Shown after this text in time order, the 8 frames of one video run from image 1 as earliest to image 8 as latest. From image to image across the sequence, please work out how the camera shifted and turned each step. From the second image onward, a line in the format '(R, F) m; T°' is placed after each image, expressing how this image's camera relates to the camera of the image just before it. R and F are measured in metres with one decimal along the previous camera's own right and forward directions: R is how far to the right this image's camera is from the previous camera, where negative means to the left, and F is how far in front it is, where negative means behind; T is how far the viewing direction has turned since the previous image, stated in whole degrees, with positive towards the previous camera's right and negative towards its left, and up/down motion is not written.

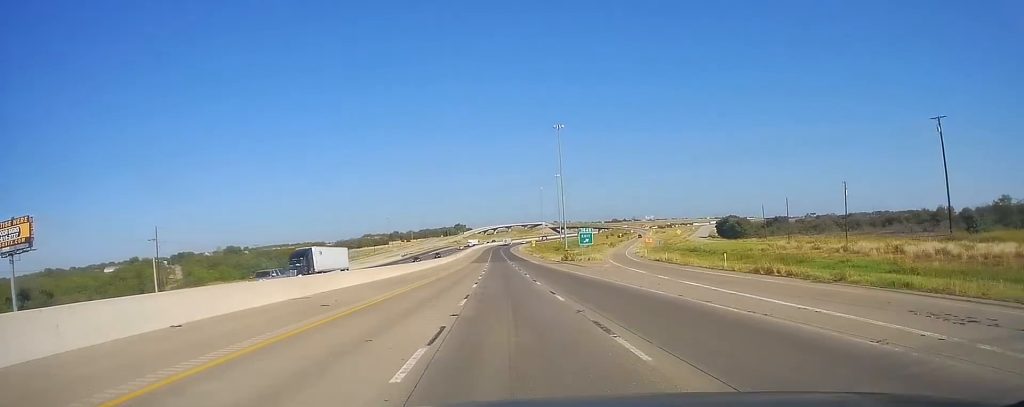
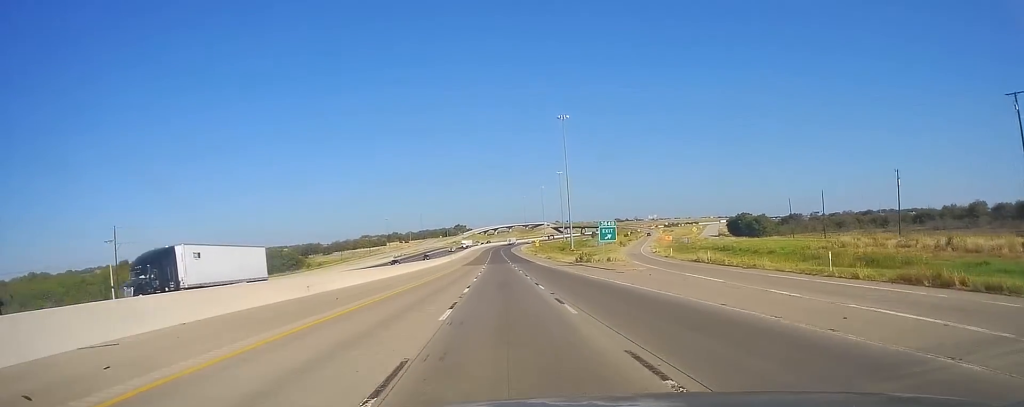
(+0.5, +16.7) m; 0°
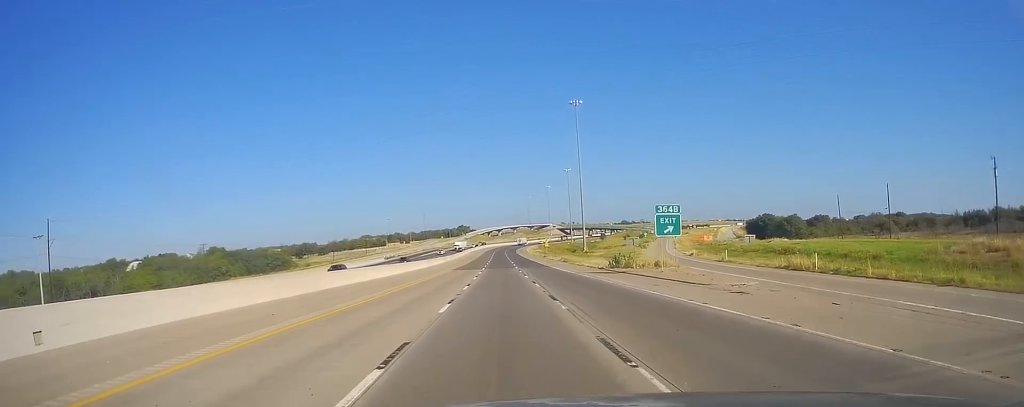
(+0.2, +22.4) m; 0°
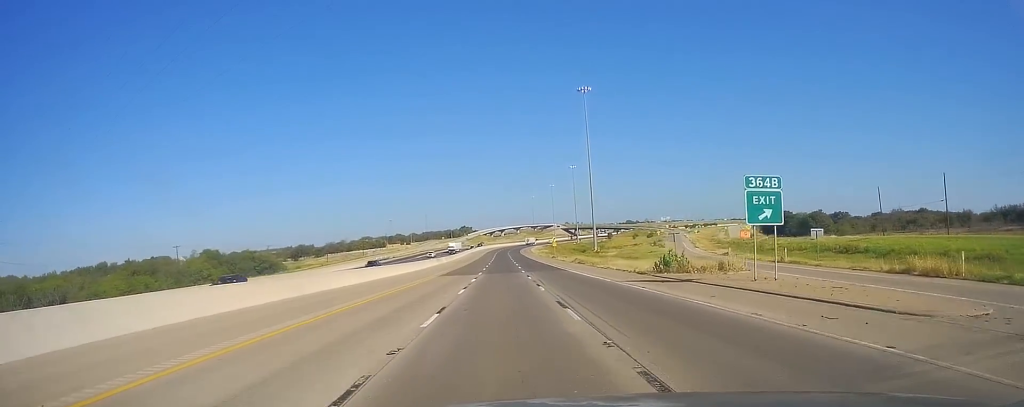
(-0.4, +15.5) m; 0°
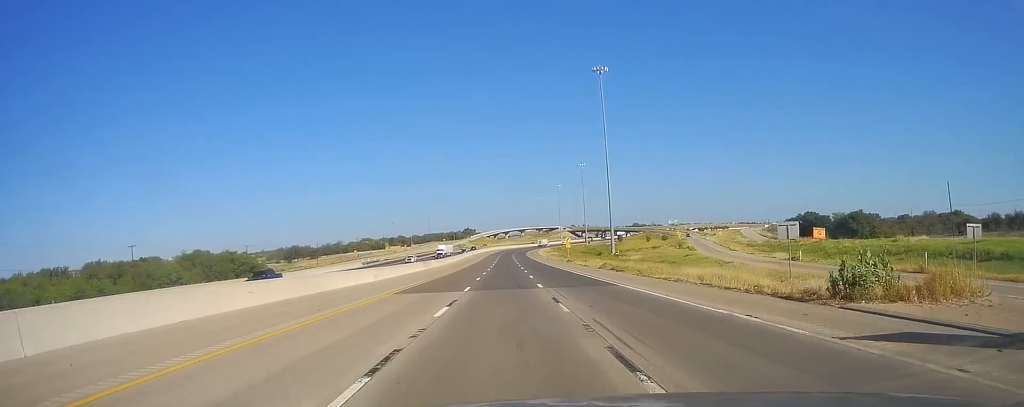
(-0.2, +21.2) m; 0°
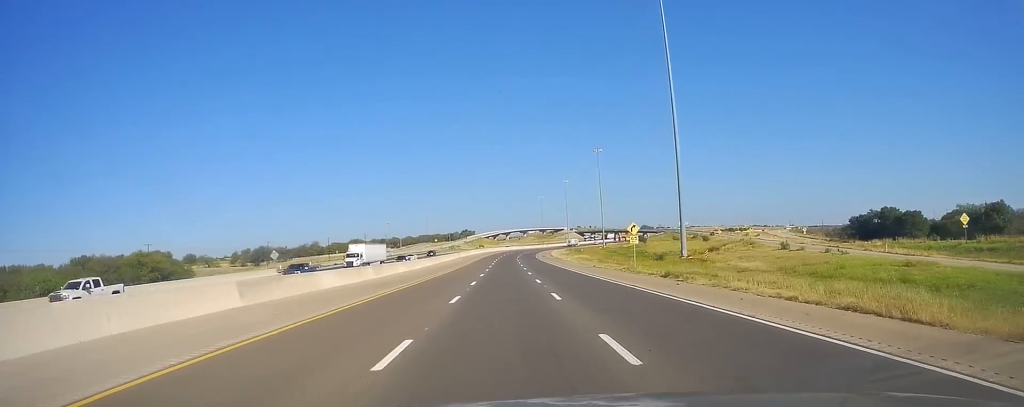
(-0.1, +57.3) m; -1°
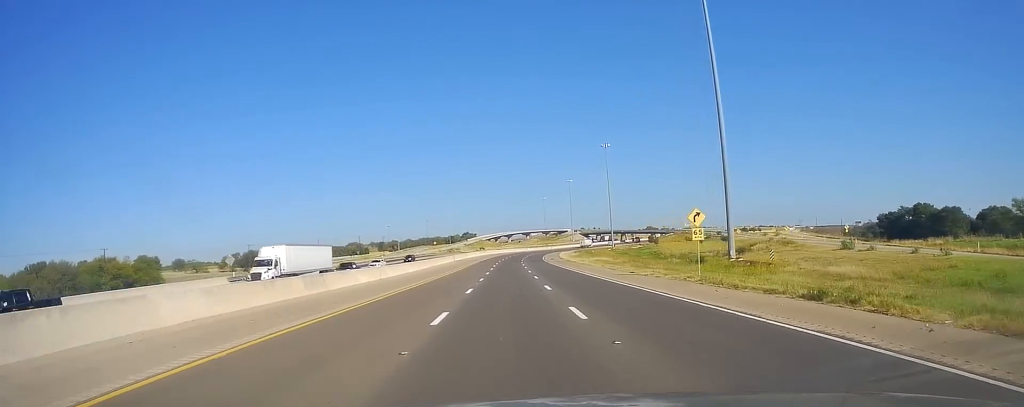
(0.0, +18.4) m; 0°
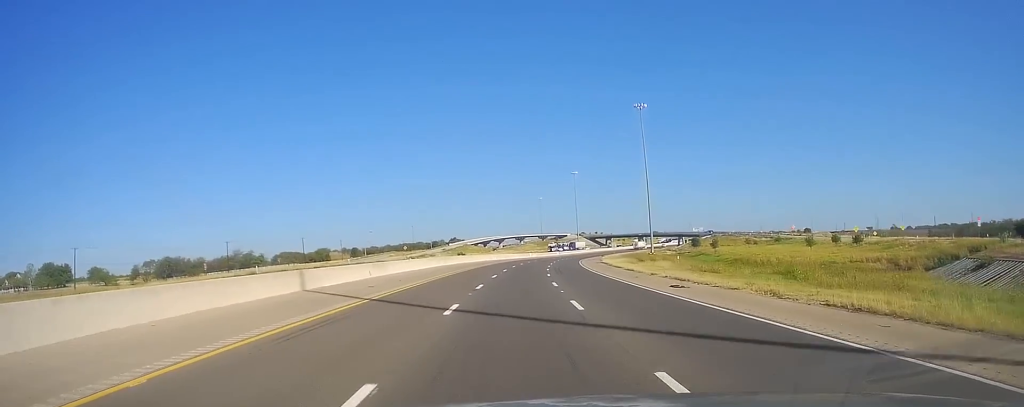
(+1.6, +84.1) m; +1°
